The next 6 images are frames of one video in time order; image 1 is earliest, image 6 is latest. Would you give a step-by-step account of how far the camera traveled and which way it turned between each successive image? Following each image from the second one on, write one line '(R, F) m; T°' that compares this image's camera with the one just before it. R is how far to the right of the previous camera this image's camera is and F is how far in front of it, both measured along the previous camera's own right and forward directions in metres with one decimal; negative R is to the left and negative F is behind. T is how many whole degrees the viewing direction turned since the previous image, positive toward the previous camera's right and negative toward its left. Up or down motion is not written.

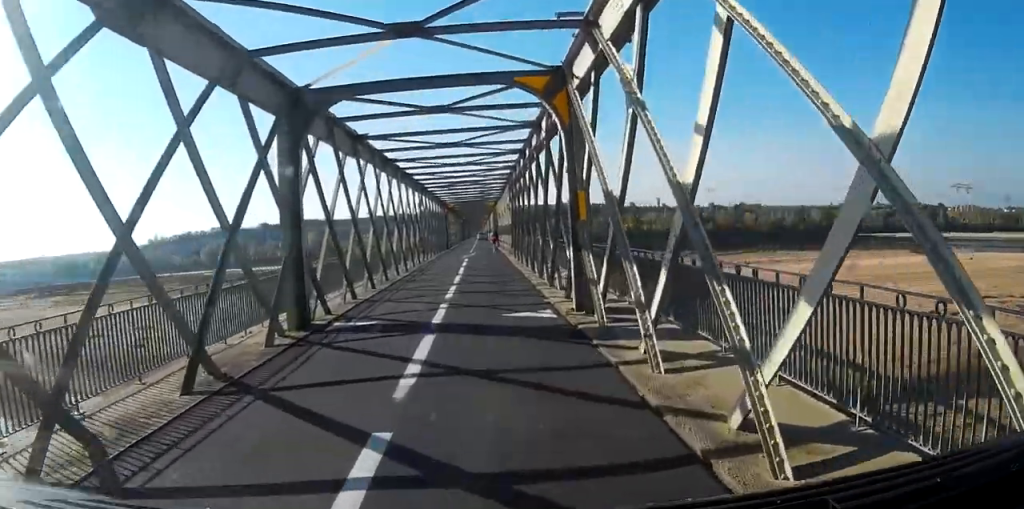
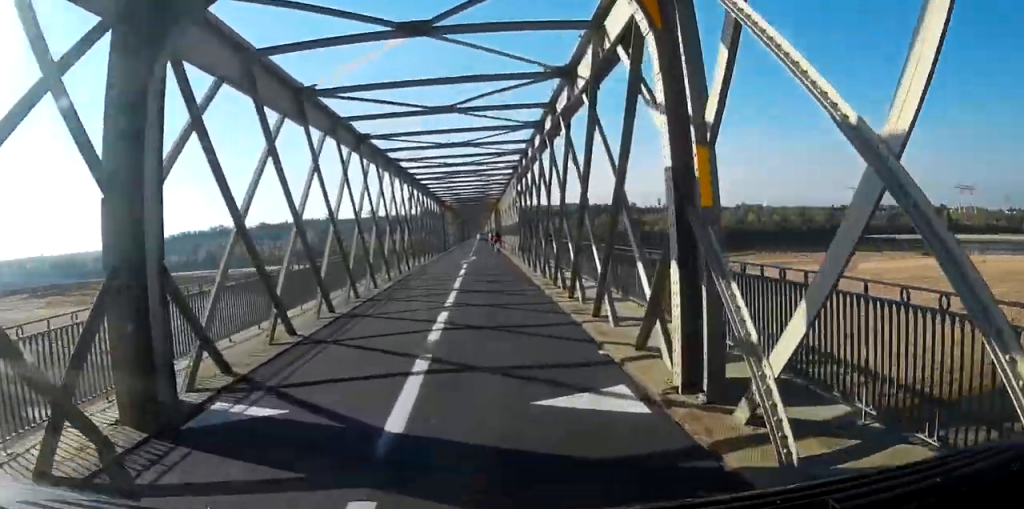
(-0.1, +6.1) m; -1°
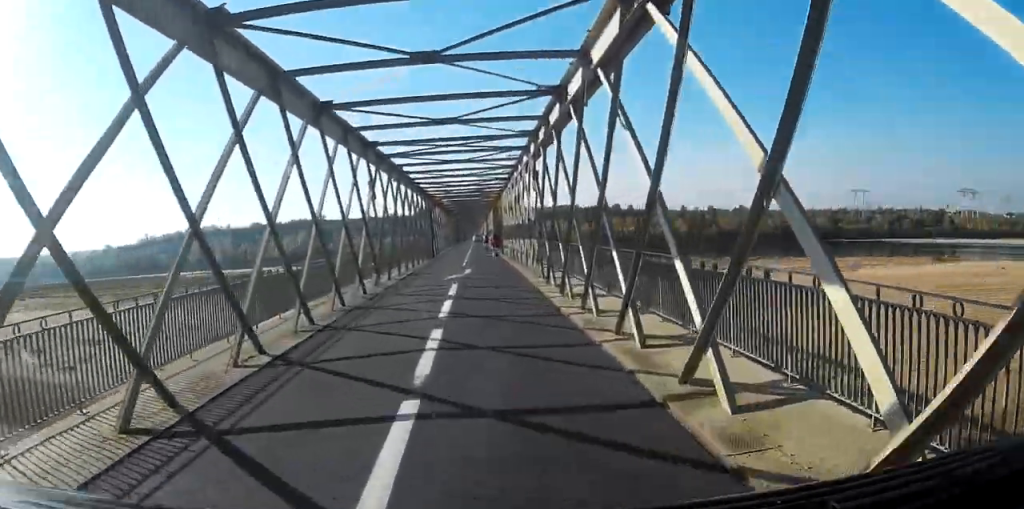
(+0.1, +9.9) m; +3°
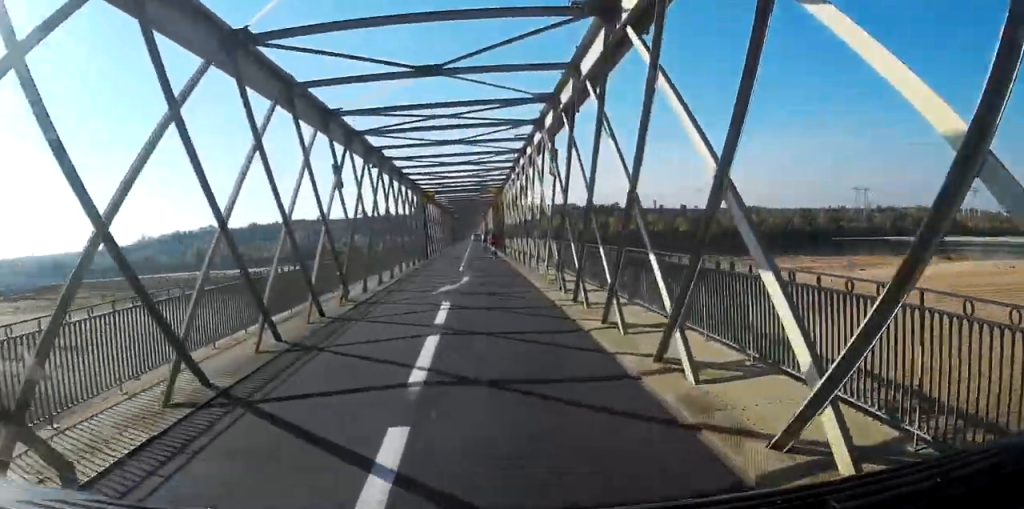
(+0.1, +4.7) m; +1°
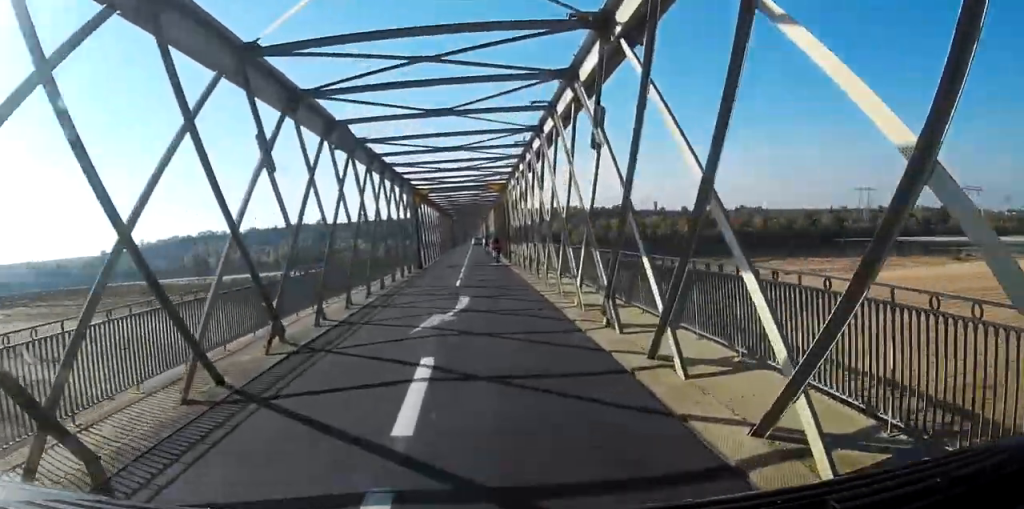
(0.0, +5.2) m; 0°
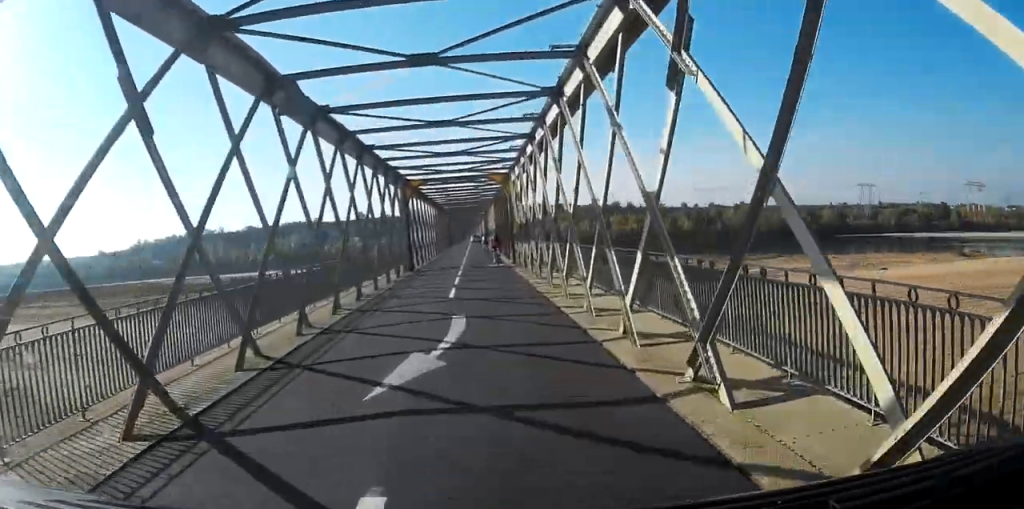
(0.0, +4.0) m; -1°
